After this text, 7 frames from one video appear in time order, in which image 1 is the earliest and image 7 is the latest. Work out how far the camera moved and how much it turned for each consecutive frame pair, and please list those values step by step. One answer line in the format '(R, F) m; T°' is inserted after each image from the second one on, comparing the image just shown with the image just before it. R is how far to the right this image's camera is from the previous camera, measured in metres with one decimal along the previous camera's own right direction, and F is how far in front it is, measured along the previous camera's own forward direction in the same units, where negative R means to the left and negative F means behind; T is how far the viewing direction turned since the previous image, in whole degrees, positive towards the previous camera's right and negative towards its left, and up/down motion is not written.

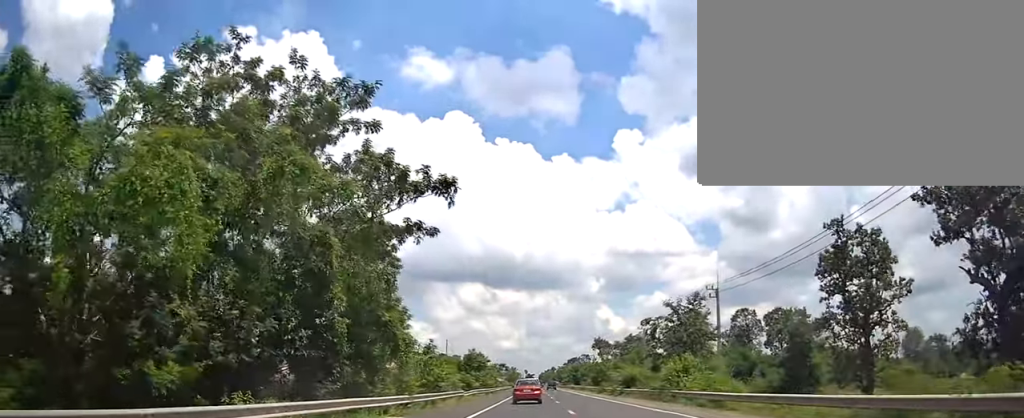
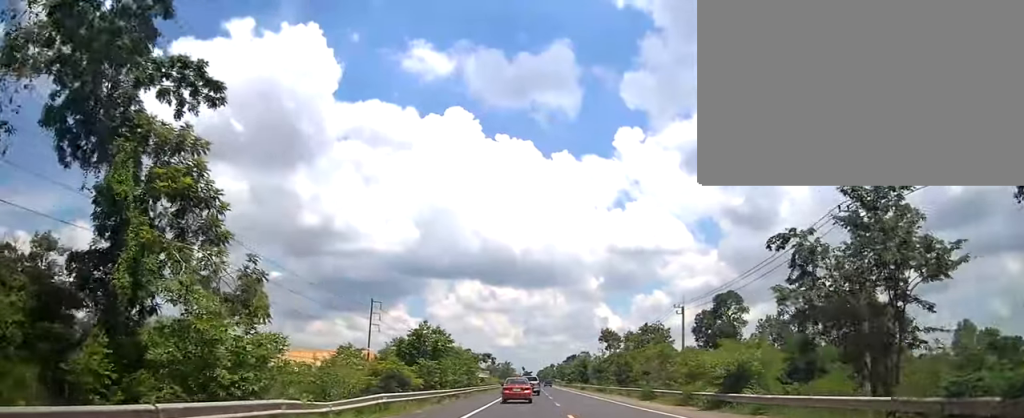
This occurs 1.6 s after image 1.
(-0.6, +27.4) m; -1°
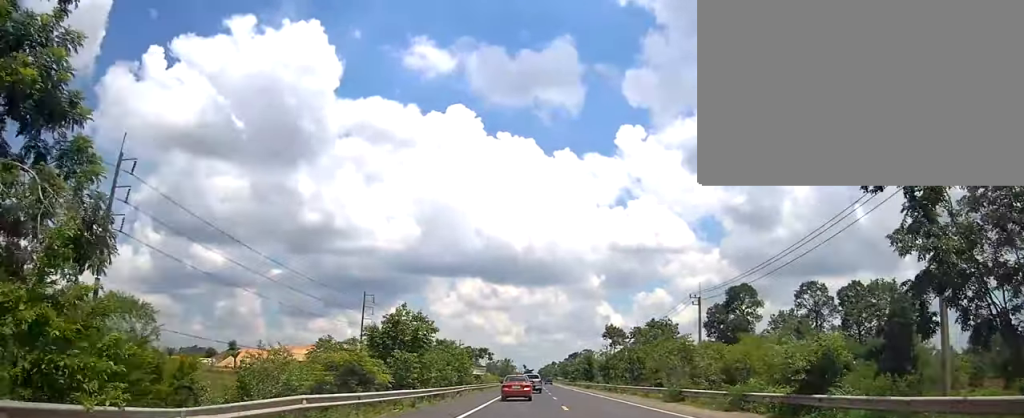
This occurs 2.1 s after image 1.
(-0.1, +6.9) m; +1°
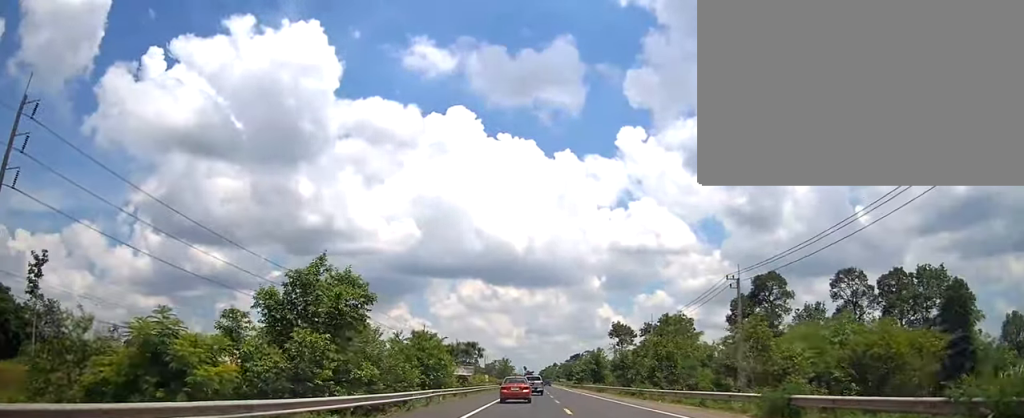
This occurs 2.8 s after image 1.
(+0.2, +12.8) m; +1°
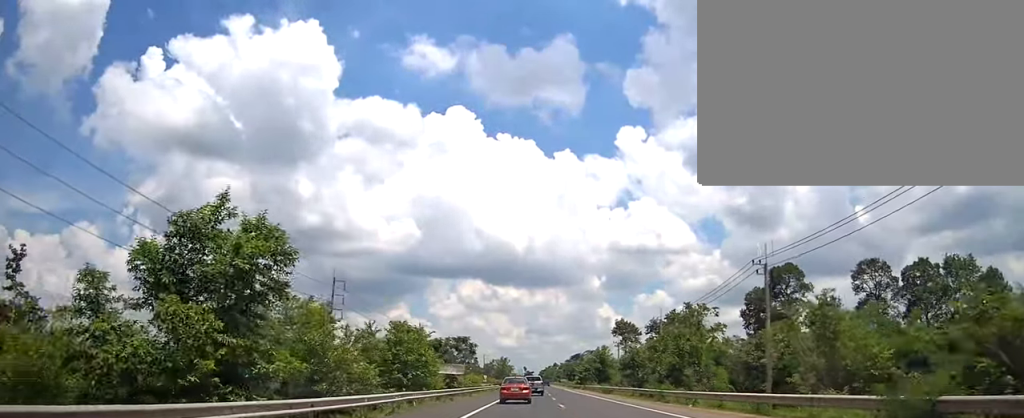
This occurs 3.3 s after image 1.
(+0.1, +6.8) m; +1°
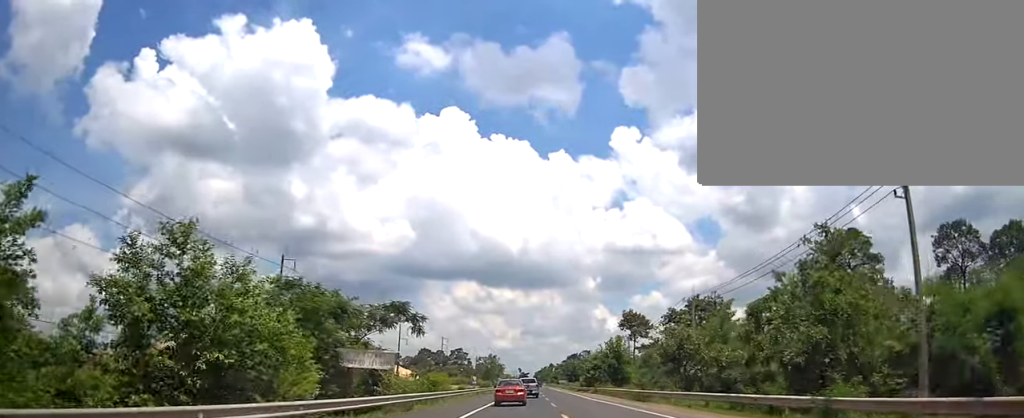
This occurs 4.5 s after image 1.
(-0.1, +20.4) m; -1°
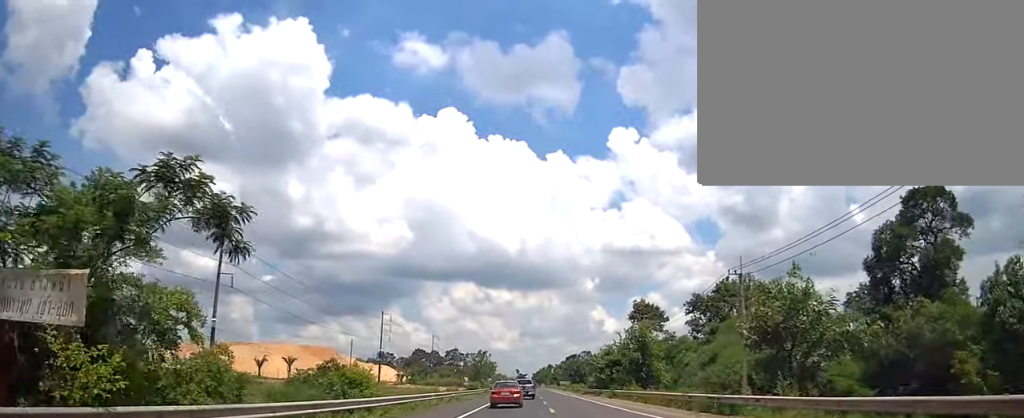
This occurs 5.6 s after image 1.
(-0.2, +16.8) m; 0°
